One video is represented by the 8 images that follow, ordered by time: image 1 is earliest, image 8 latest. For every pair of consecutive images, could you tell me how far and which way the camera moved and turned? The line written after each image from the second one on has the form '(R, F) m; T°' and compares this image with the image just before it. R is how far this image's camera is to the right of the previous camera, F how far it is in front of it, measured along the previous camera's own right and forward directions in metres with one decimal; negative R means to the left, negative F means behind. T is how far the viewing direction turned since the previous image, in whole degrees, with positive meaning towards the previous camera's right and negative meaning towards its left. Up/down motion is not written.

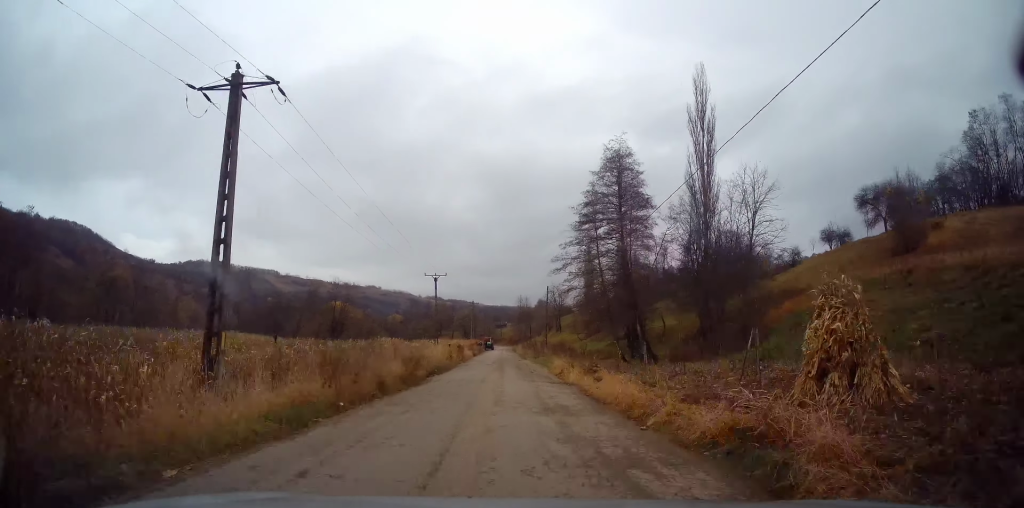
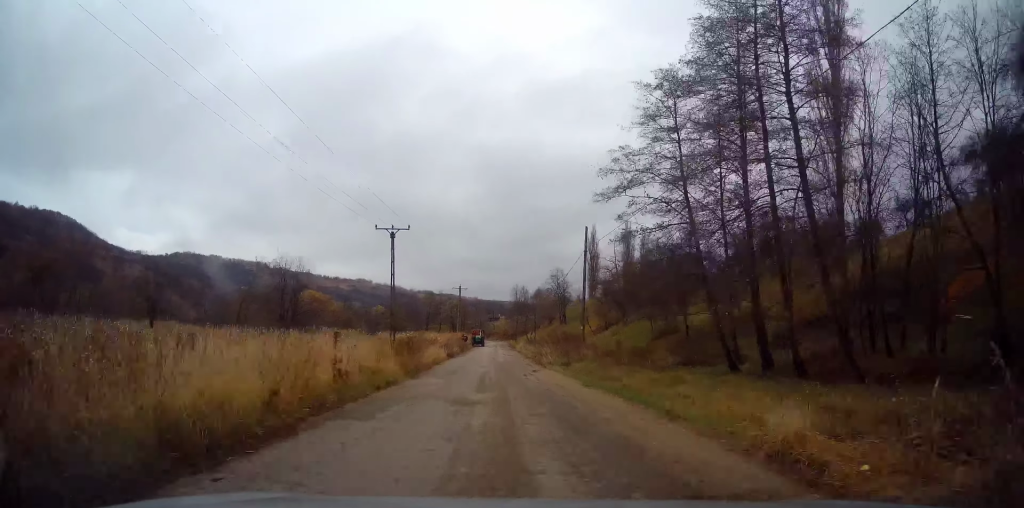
(+0.2, +24.1) m; +2°
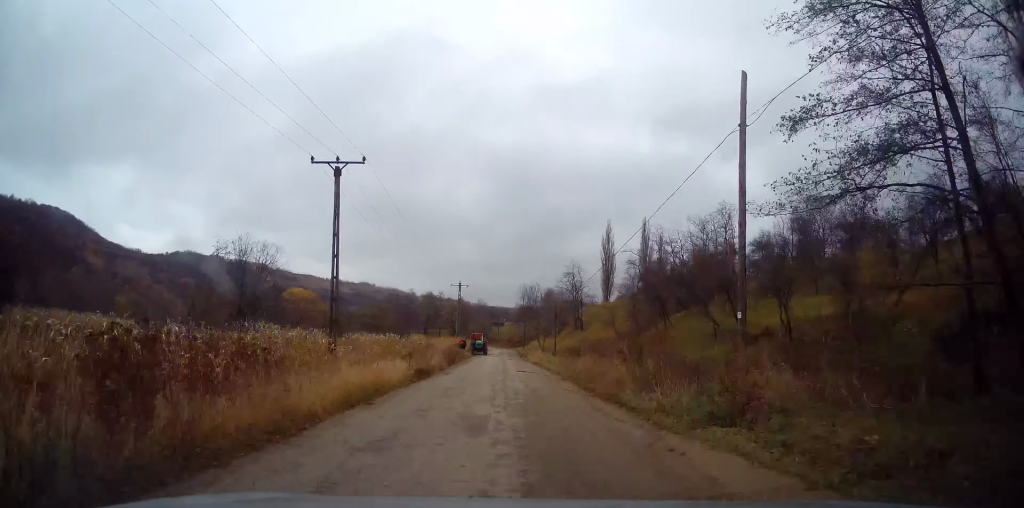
(+0.1, +16.5) m; -1°
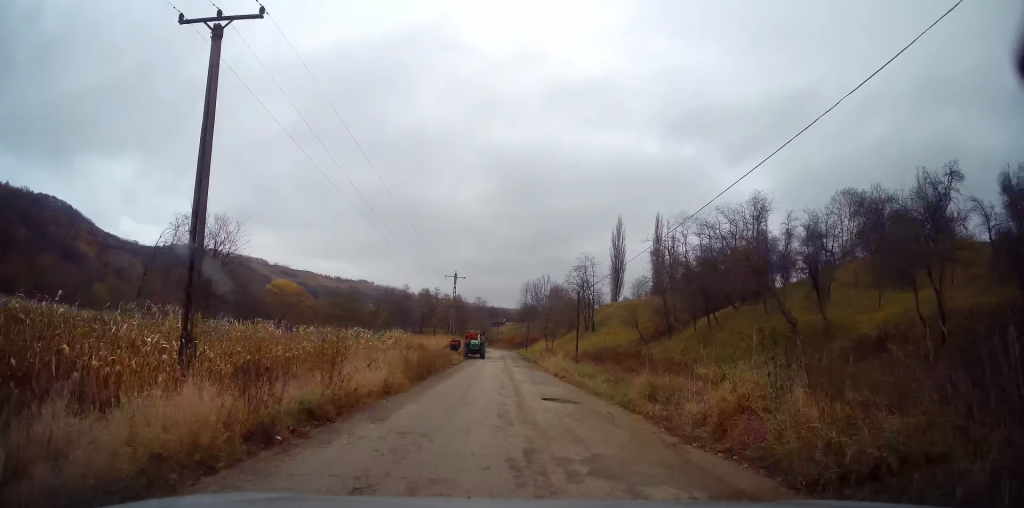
(-0.2, +12.4) m; 0°
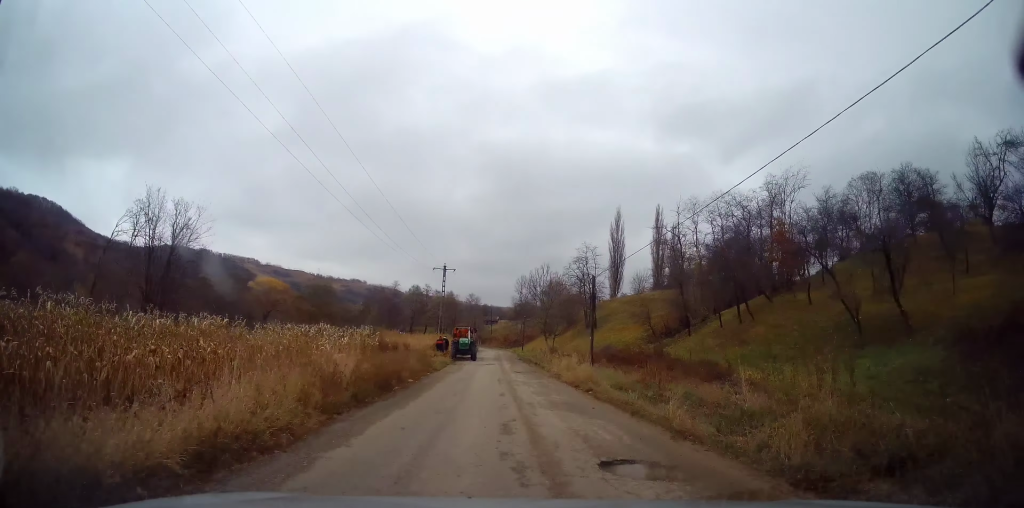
(-0.1, +7.4) m; 0°
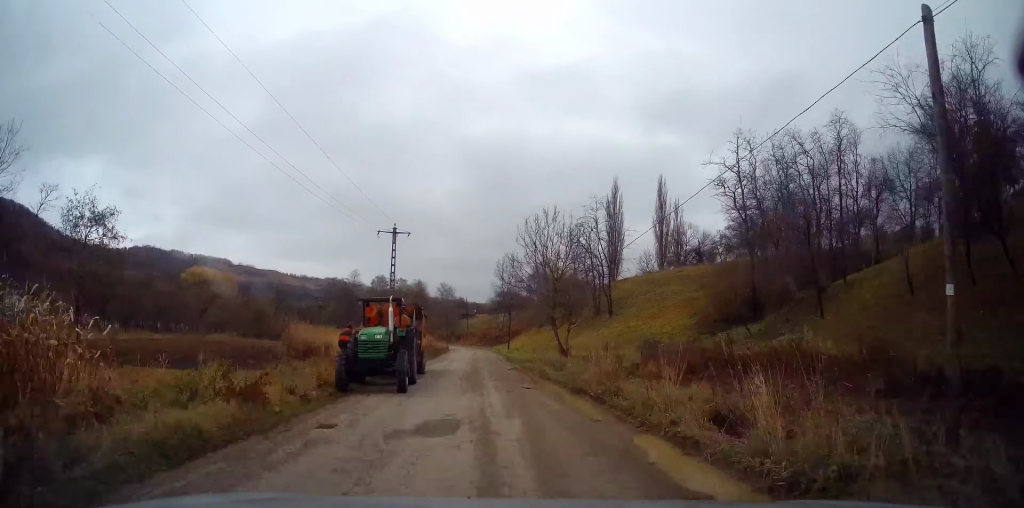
(+0.9, +24.1) m; +3°
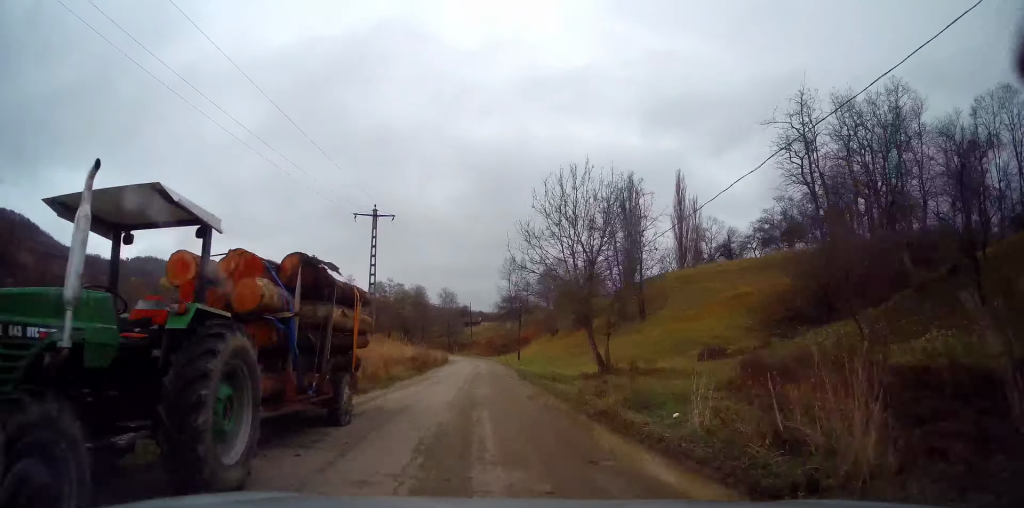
(0.0, +10.7) m; -1°
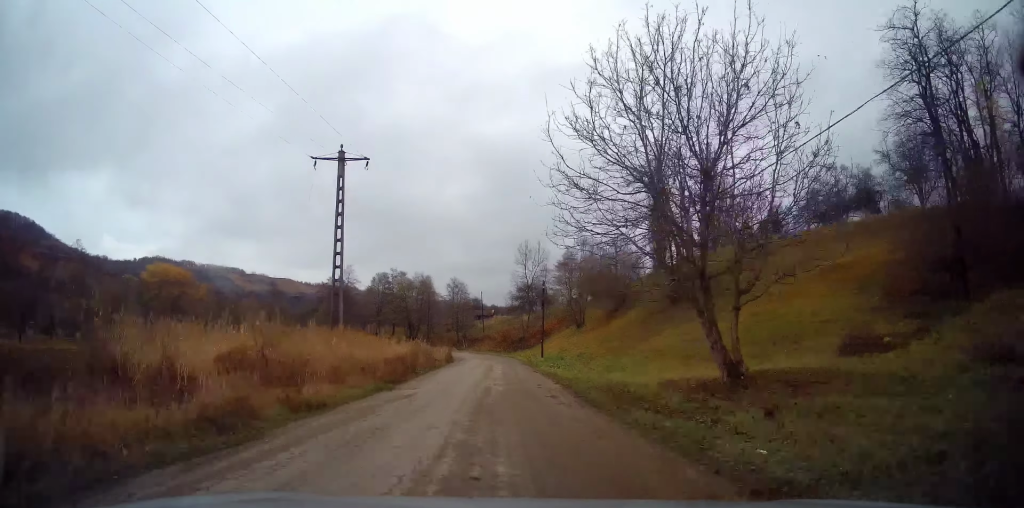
(-0.2, +12.5) m; -1°
